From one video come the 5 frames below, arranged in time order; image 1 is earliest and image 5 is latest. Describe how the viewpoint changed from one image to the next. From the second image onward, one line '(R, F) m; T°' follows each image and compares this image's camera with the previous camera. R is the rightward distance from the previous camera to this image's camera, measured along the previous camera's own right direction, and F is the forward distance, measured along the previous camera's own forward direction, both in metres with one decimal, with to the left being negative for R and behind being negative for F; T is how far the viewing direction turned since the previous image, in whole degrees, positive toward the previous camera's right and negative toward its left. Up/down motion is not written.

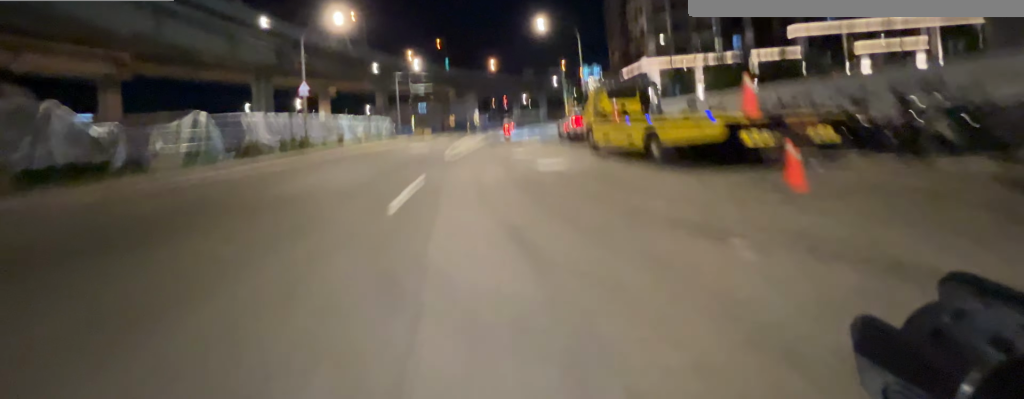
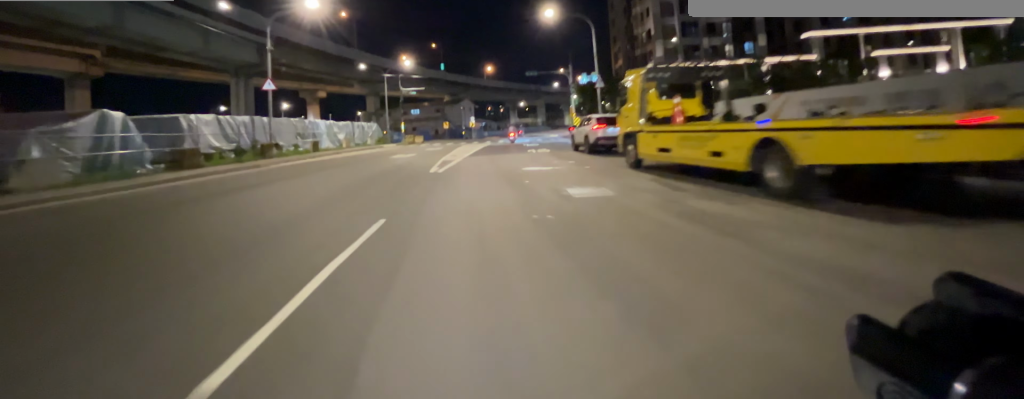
(0.0, +4.2) m; +1°
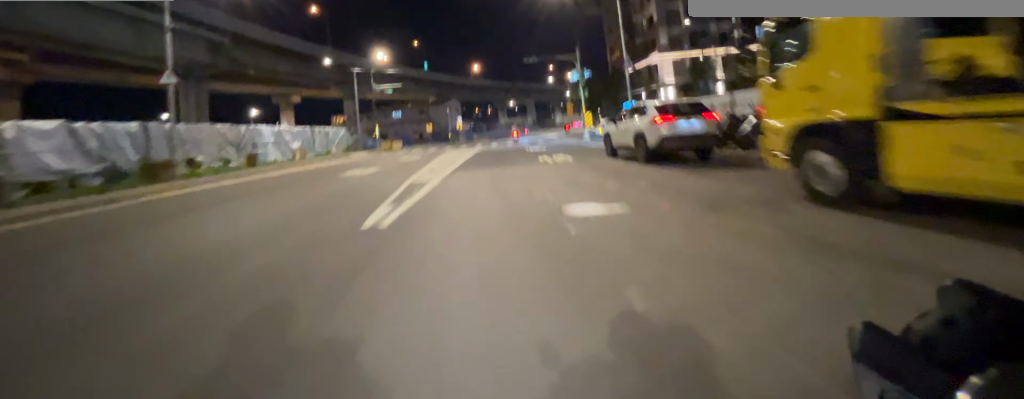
(-0.1, +6.8) m; +2°
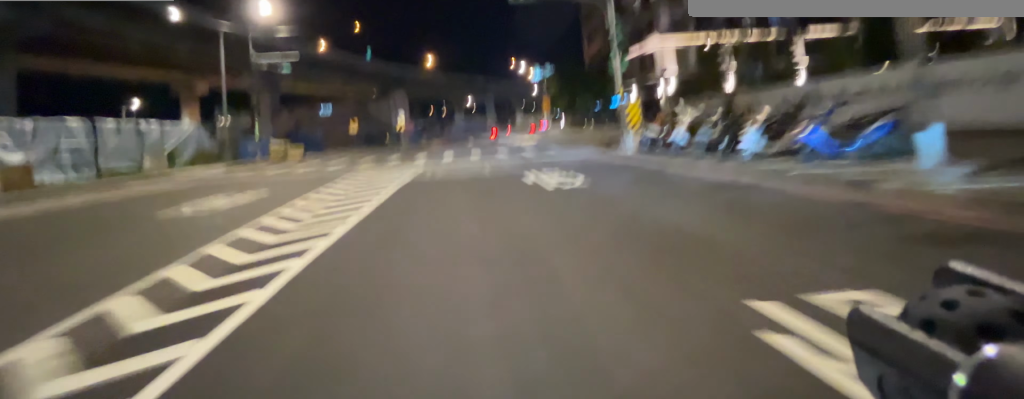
(+0.6, +16.1) m; +2°
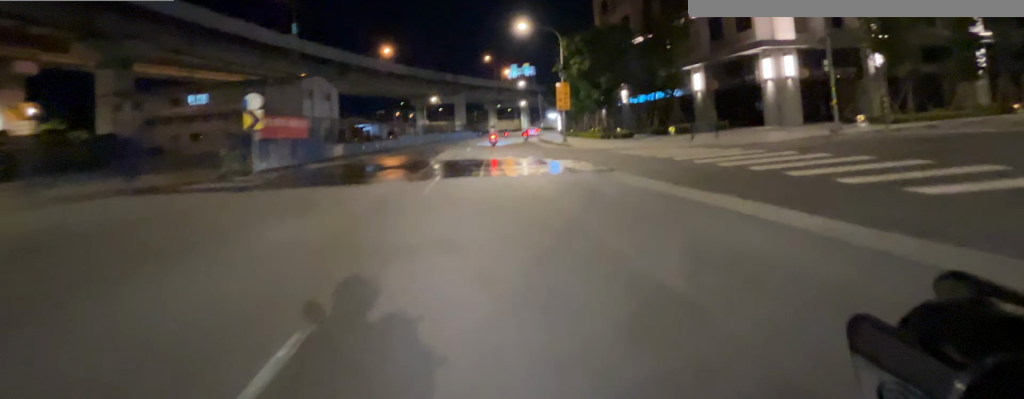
(+0.5, +28.2) m; +4°
